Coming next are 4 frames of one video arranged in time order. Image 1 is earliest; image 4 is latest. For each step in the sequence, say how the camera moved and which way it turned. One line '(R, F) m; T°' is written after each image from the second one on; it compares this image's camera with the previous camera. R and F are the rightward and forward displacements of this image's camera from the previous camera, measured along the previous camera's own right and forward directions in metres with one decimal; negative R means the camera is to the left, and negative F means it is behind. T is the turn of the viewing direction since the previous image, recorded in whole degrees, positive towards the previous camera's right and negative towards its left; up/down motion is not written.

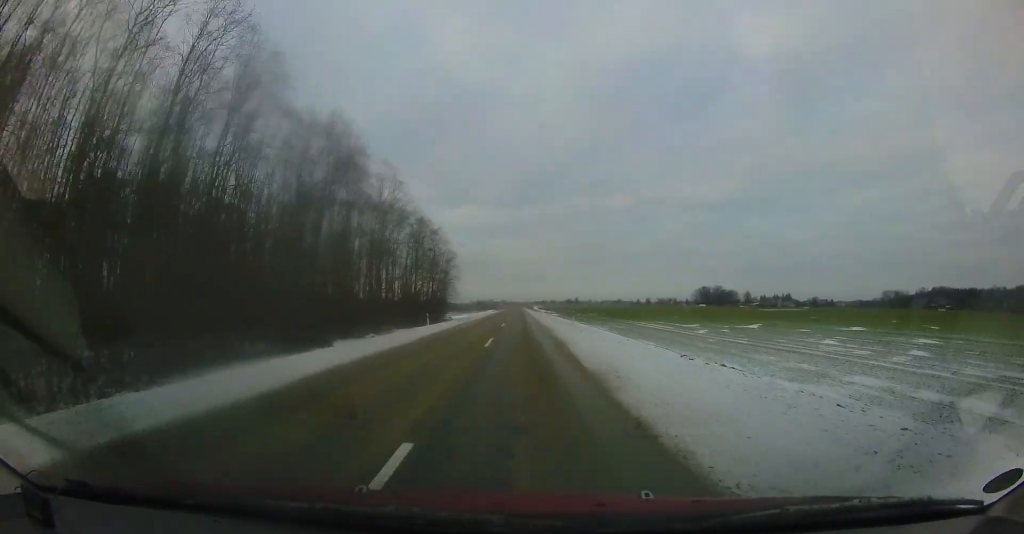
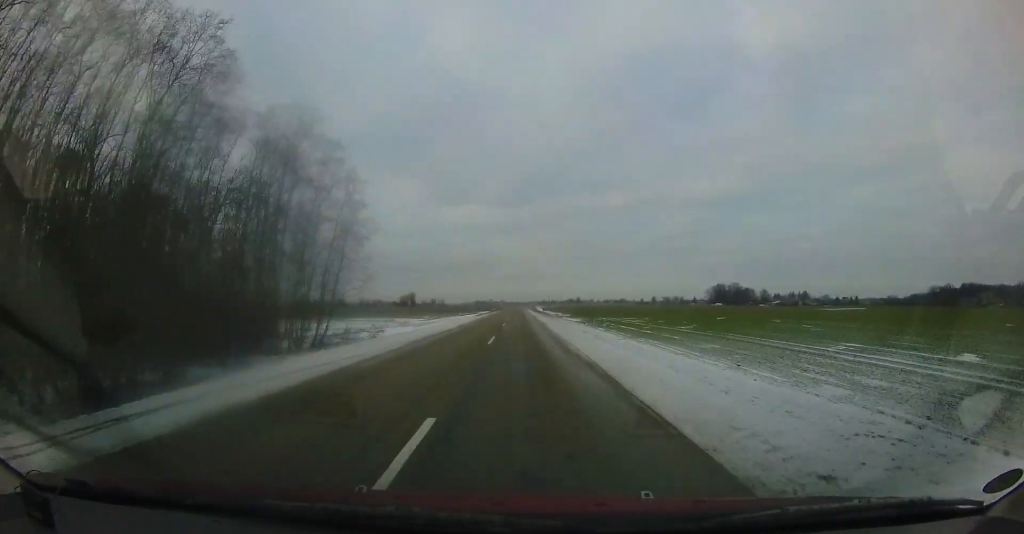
(+0.3, +35.5) m; +1°
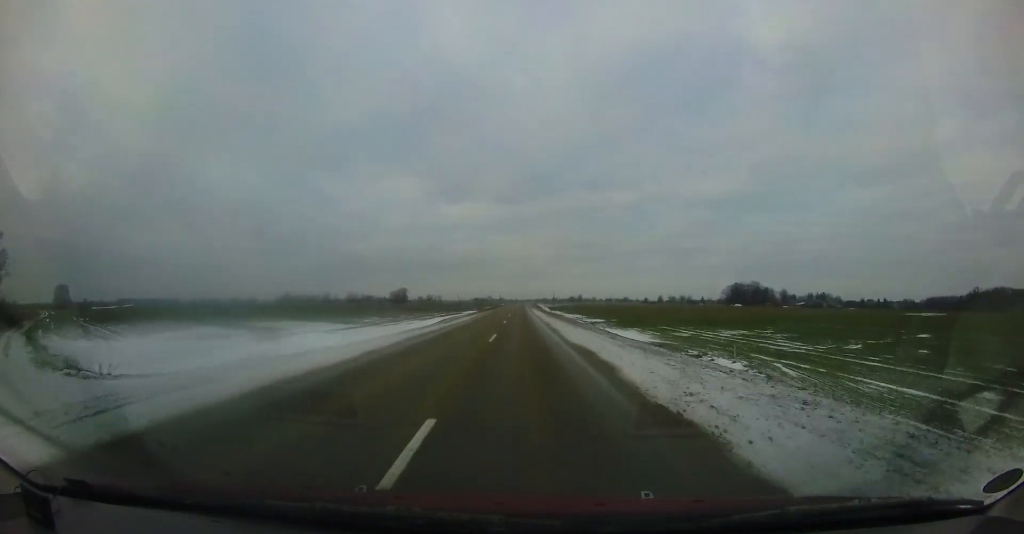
(-0.2, +36.4) m; -1°
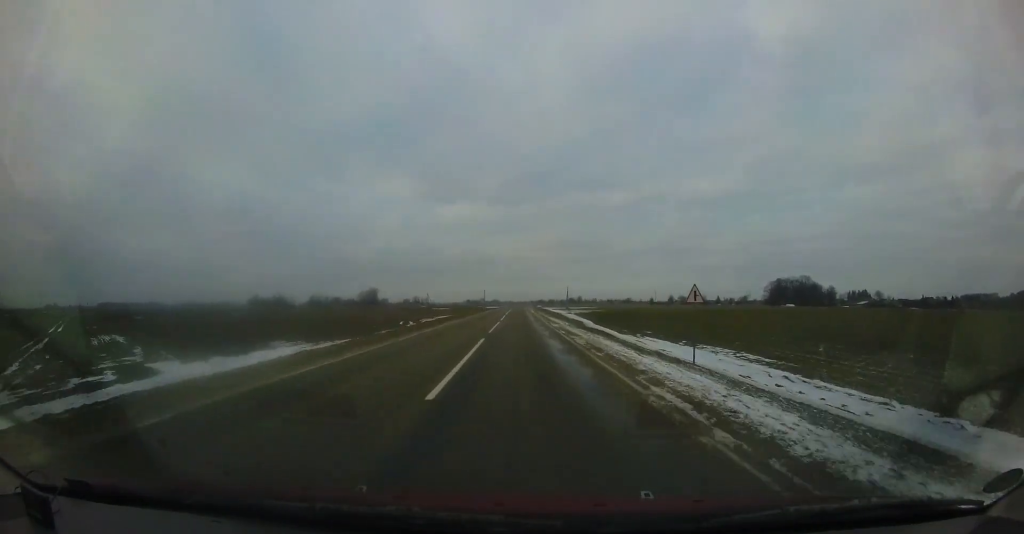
(+1.0, +80.7) m; +1°
